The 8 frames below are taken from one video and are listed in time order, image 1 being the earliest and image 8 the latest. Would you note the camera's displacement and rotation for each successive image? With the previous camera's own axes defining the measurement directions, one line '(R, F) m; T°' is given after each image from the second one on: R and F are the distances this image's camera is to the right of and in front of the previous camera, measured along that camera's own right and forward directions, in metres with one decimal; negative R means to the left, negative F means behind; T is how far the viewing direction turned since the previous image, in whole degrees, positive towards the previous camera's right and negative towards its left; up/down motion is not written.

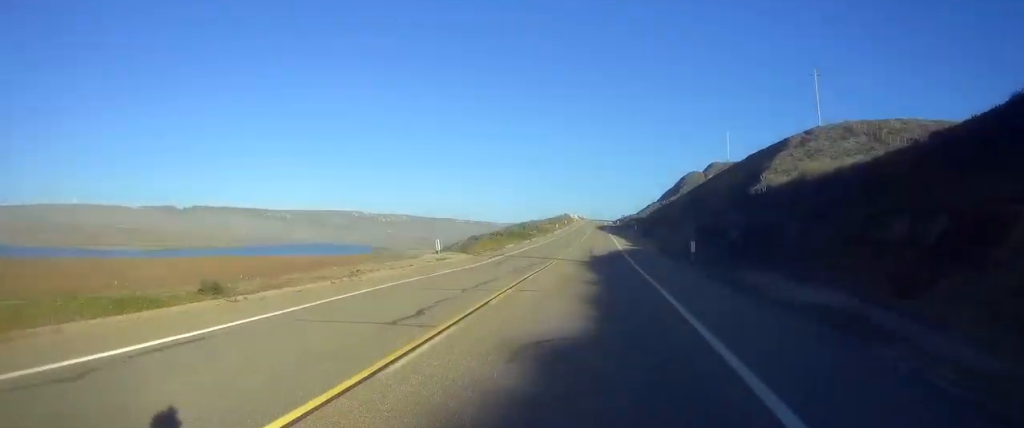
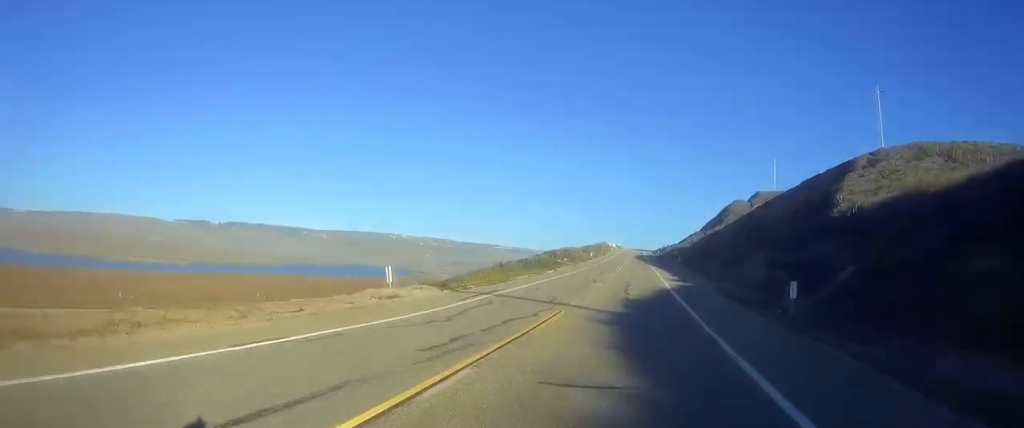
(+0.2, +14.1) m; 0°
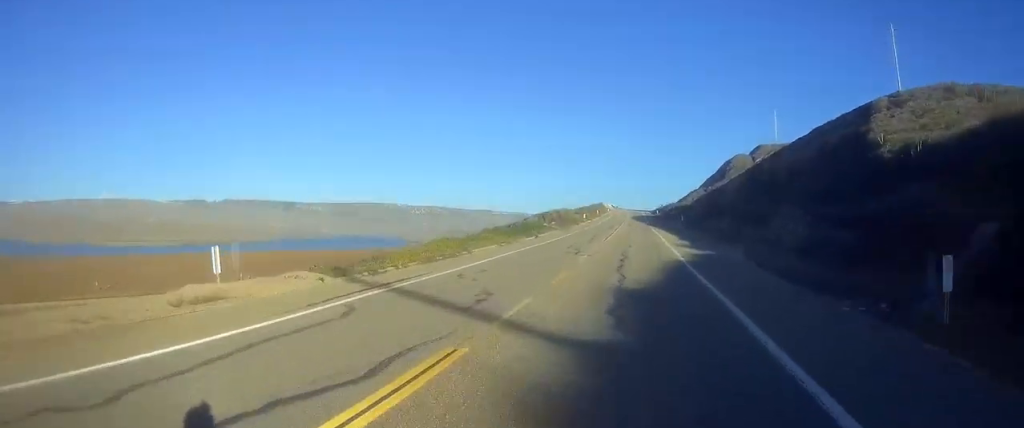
(-0.1, +11.2) m; 0°
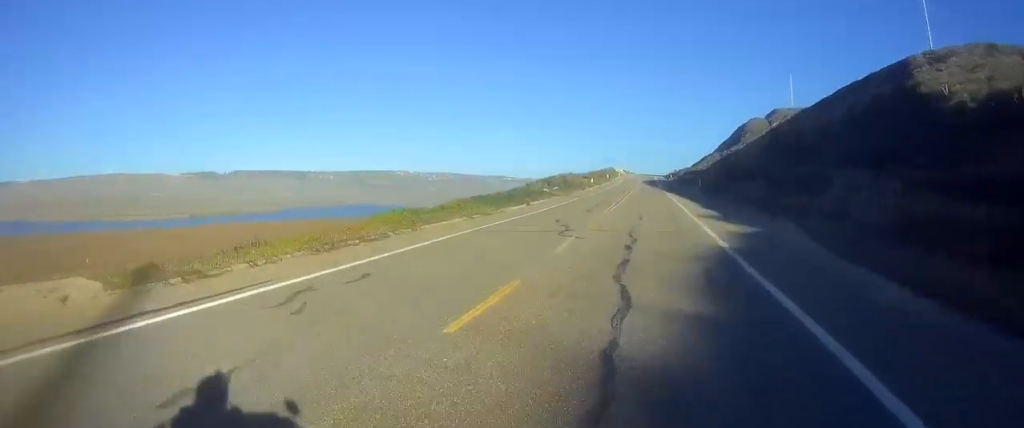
(0.0, +9.7) m; 0°
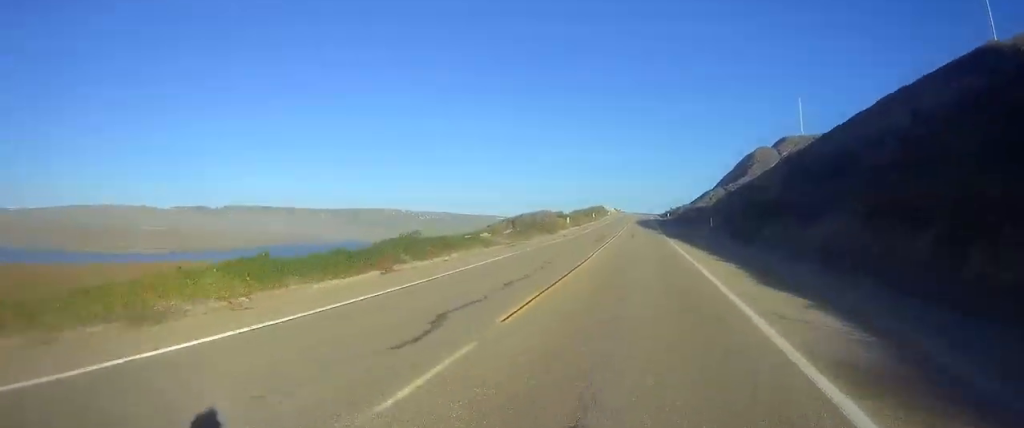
(+0.1, +23.5) m; +1°
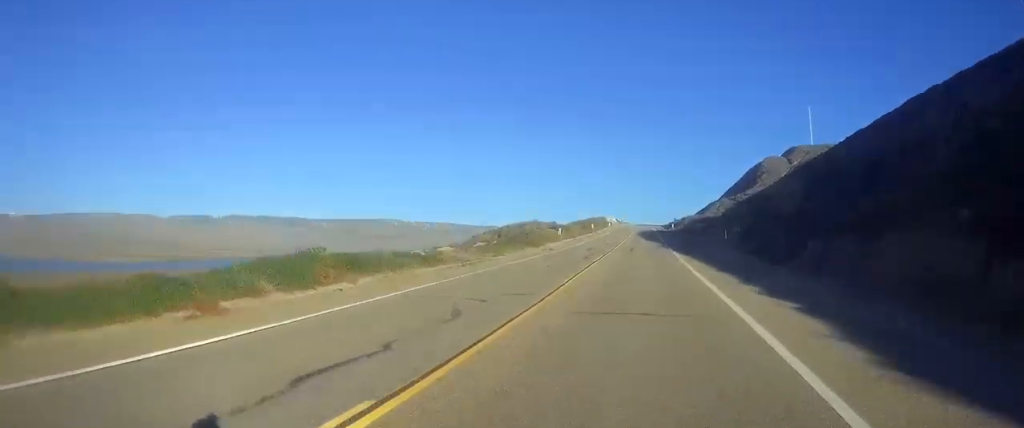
(+0.1, +9.8) m; +1°
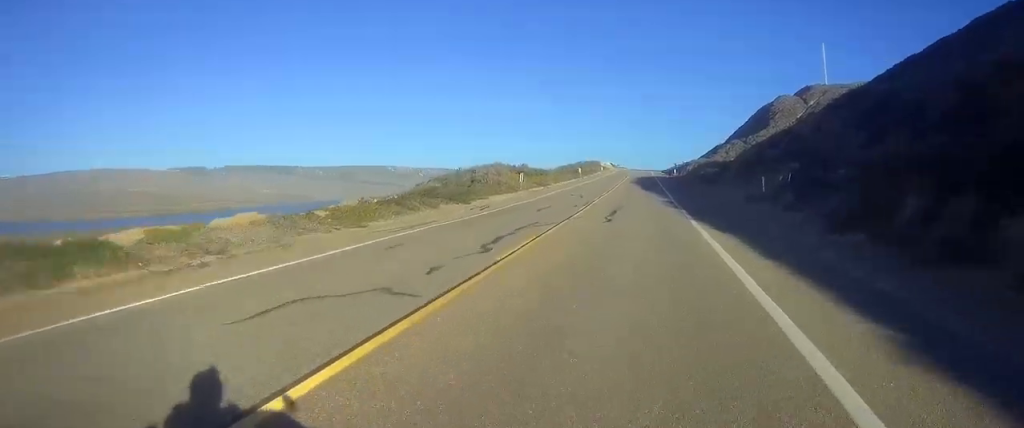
(+0.2, +19.4) m; +1°
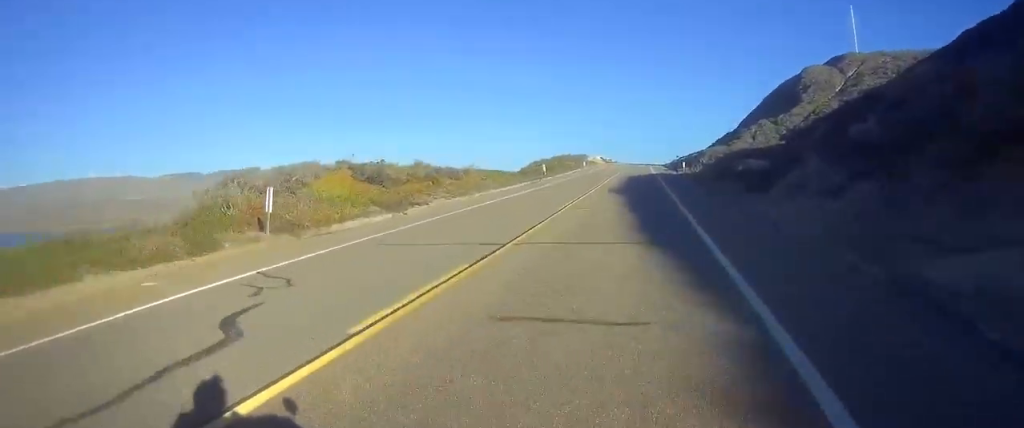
(+0.2, +33.3) m; -1°
